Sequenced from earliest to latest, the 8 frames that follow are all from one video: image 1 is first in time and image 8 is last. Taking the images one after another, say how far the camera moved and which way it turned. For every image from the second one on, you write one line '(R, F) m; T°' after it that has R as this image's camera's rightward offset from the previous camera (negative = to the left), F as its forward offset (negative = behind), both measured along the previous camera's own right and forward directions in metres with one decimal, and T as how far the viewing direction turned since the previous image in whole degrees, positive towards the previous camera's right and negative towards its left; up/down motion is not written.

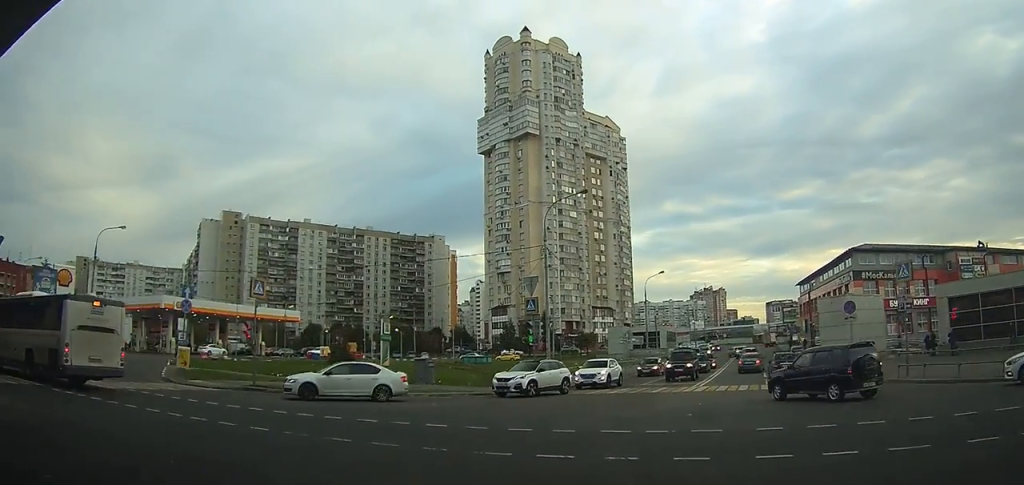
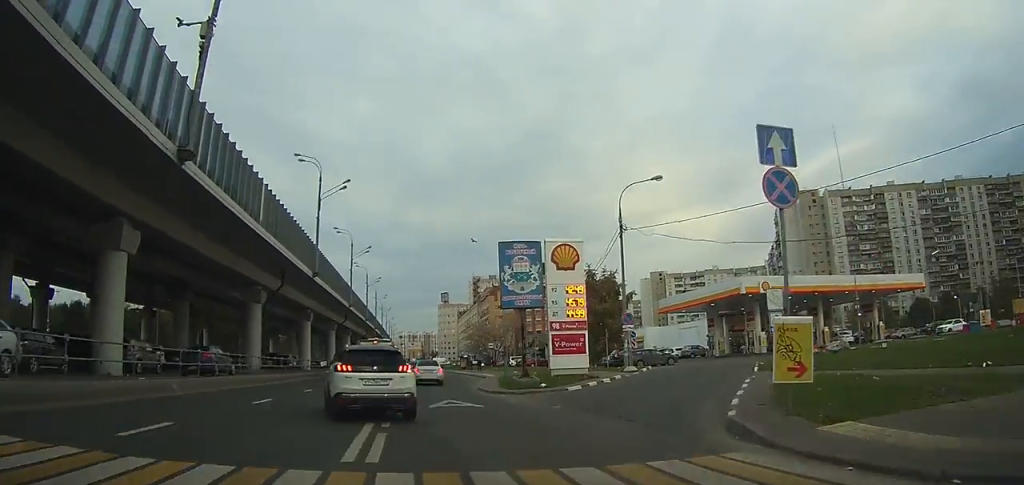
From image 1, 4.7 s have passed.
(-7.1, +21.9) m; -27°
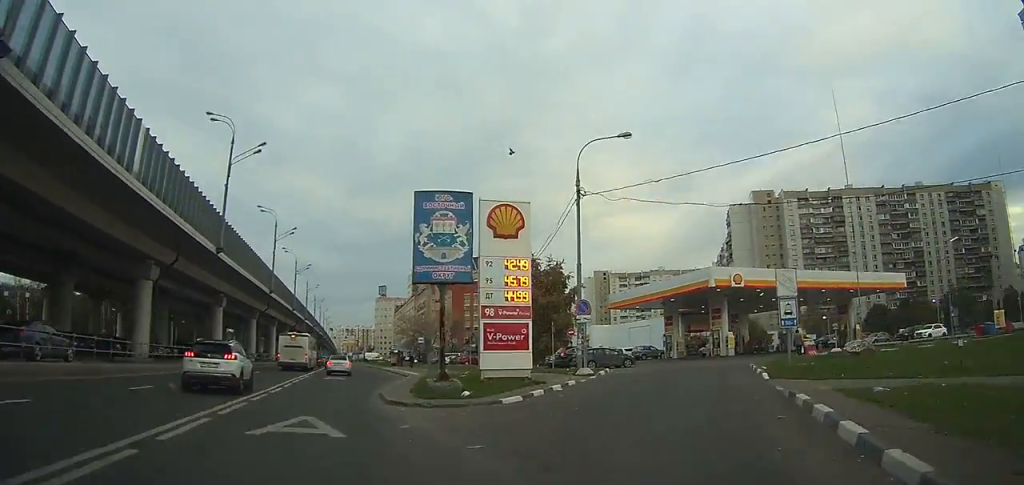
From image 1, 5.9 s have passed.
(+0.2, +7.5) m; +3°
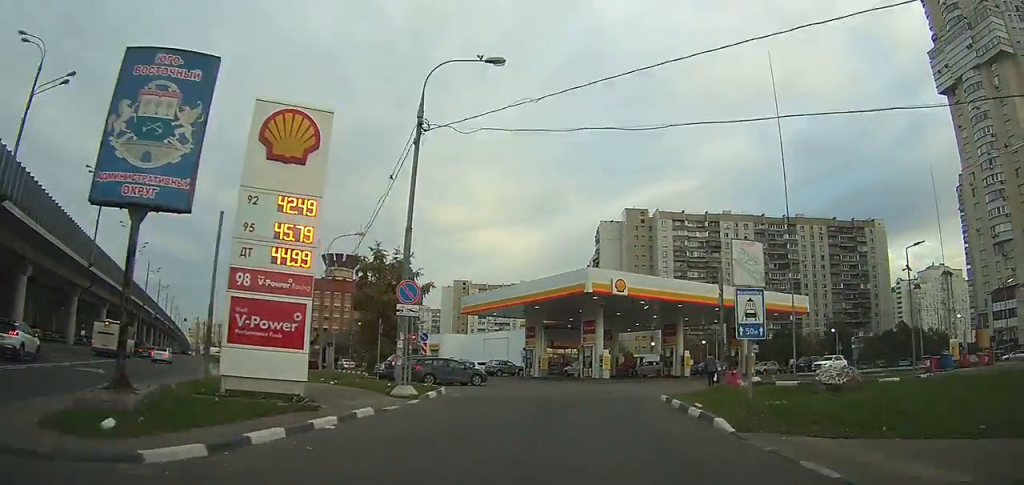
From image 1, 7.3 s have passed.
(+0.3, +9.1) m; +4°
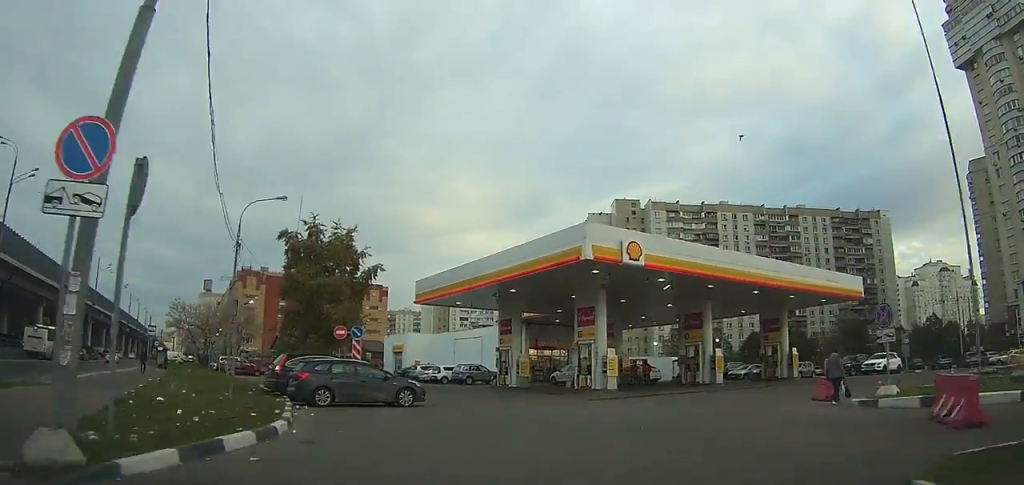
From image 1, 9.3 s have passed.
(+0.6, +13.6) m; +2°
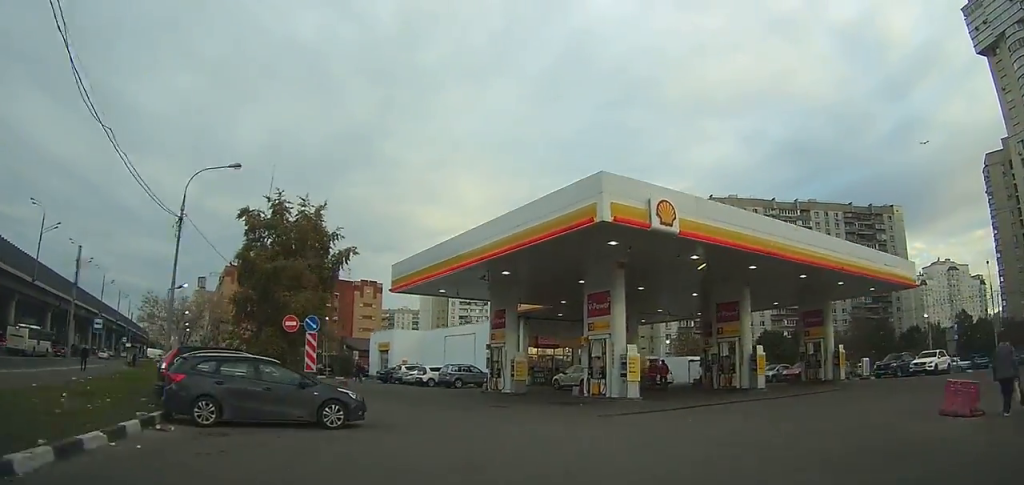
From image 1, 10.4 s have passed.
(+0.5, +8.5) m; -2°
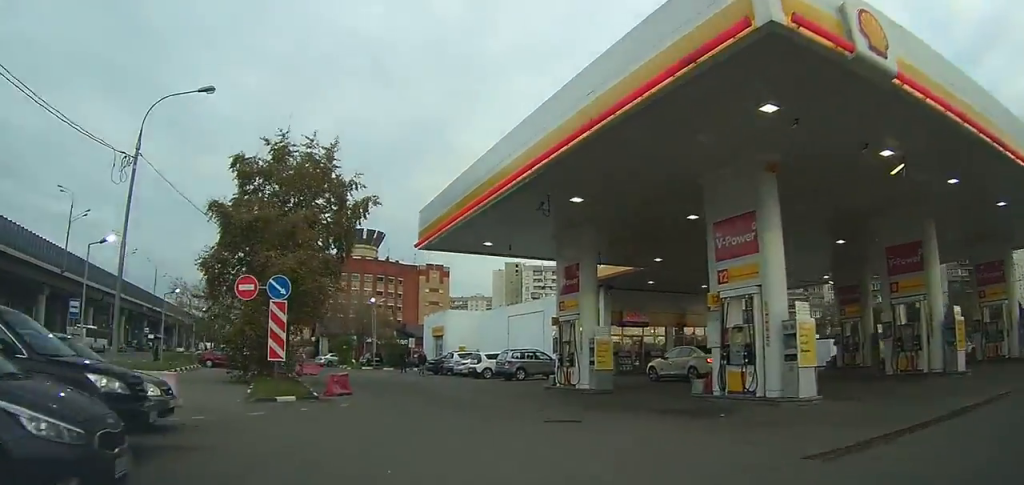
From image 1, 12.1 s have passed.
(-0.9, +11.9) m; -8°
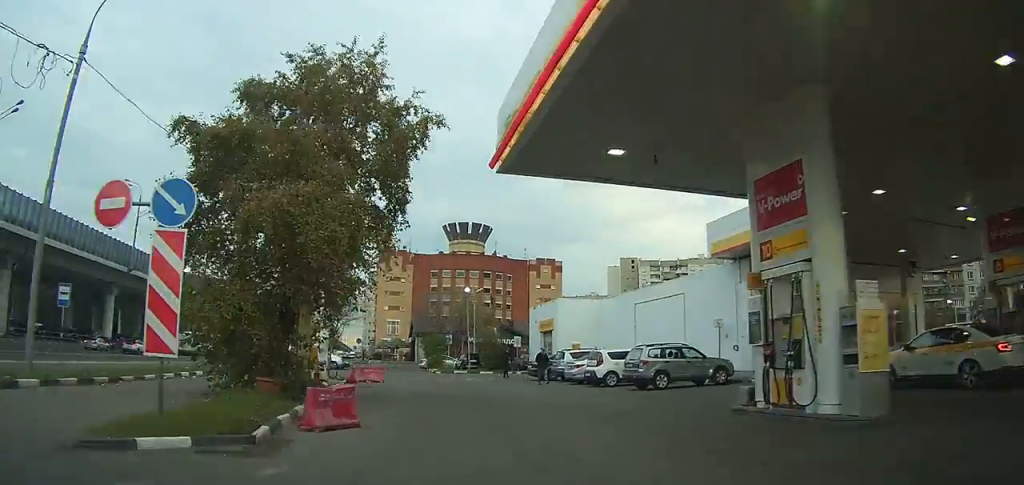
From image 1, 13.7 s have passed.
(-0.9, +10.6) m; -7°
